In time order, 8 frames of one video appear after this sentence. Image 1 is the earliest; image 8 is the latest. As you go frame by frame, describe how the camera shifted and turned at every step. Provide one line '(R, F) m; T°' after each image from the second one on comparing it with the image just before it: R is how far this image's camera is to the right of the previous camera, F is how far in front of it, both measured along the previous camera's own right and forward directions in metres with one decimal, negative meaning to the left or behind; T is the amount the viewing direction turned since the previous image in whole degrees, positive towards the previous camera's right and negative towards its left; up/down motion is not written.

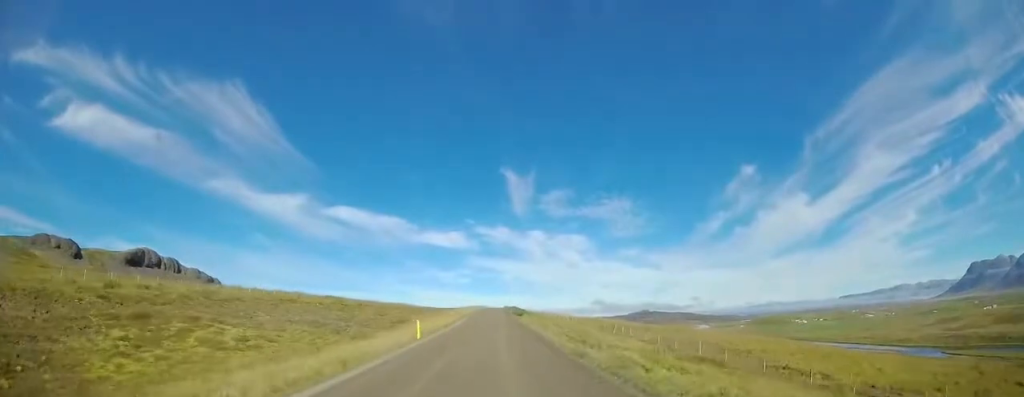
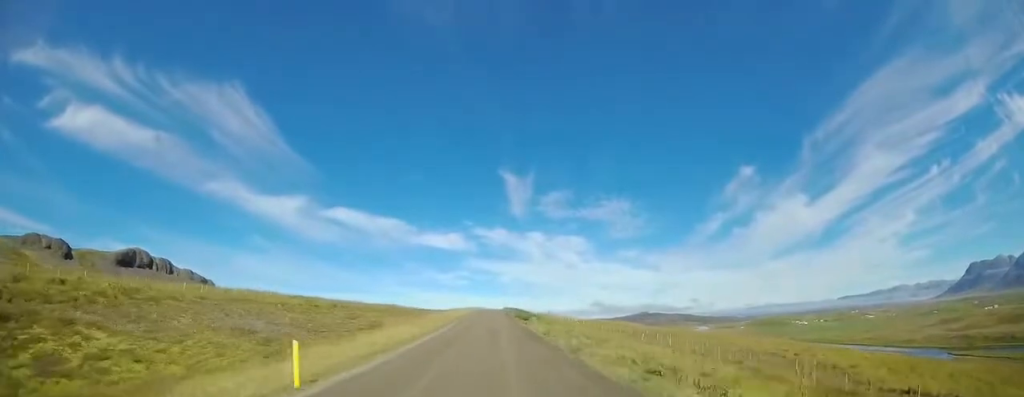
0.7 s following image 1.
(0.0, +11.8) m; 0°
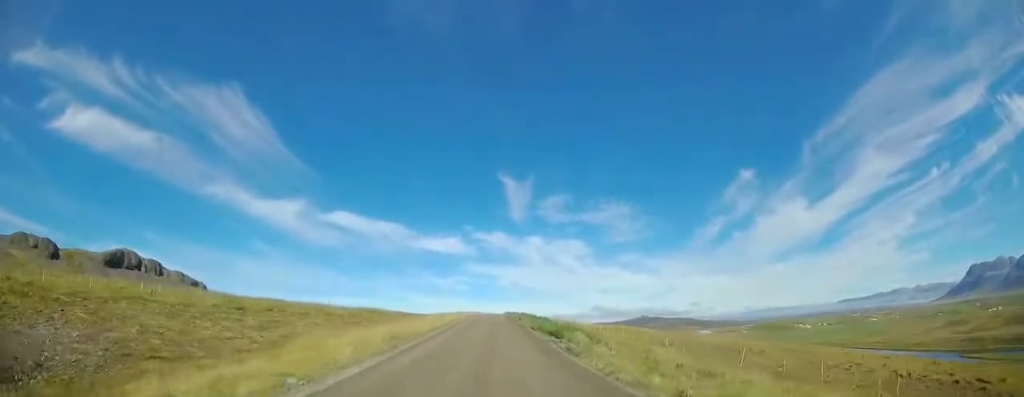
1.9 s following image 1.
(-0.2, +19.6) m; 0°
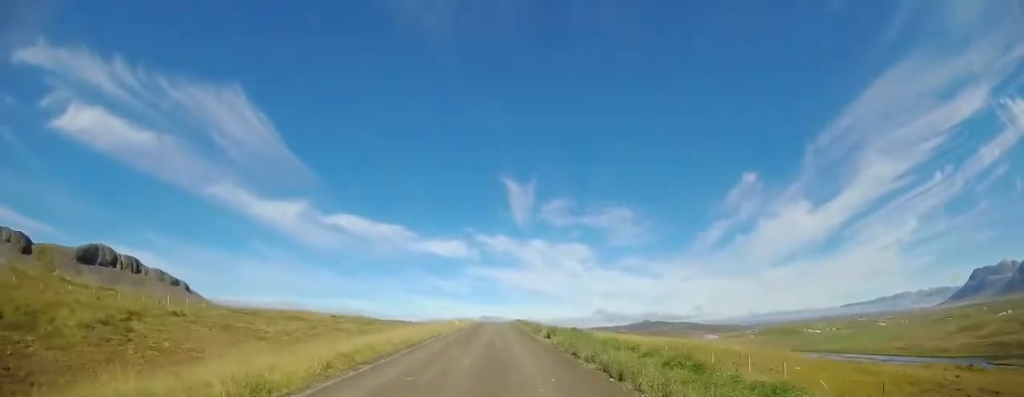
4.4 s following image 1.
(+1.0, +42.5) m; 0°
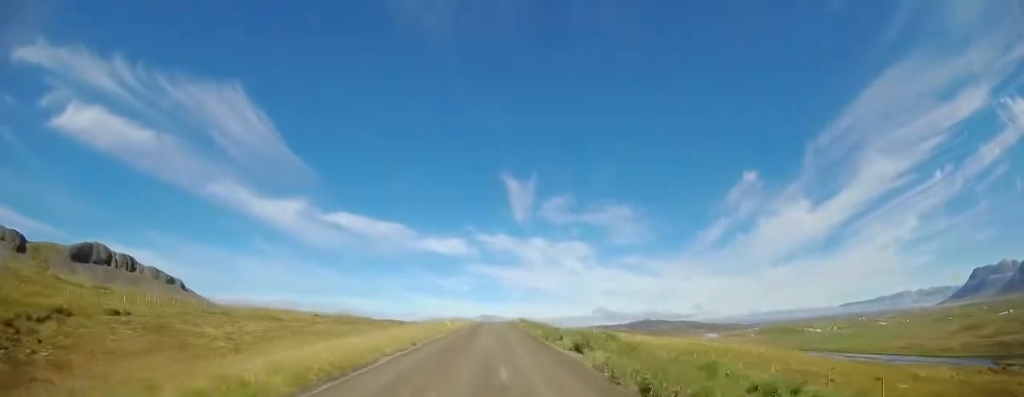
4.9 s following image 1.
(-0.4, +7.8) m; -1°
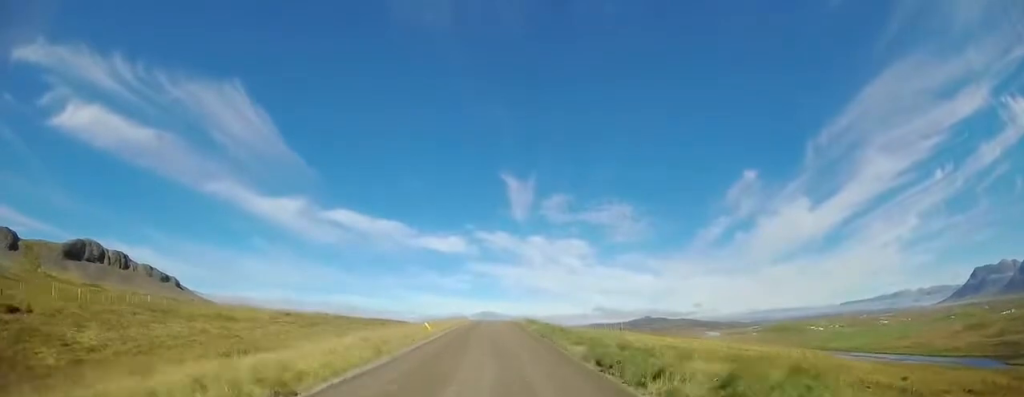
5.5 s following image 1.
(-0.3, +11.1) m; -1°
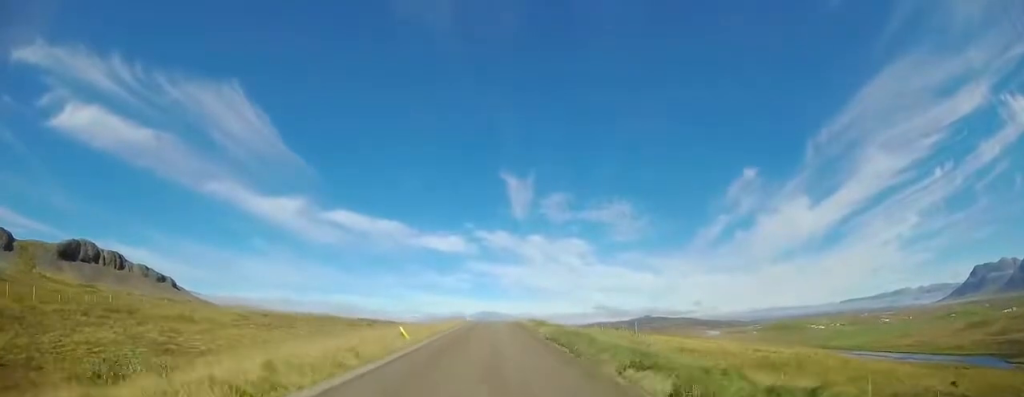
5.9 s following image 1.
(+0.2, +6.7) m; 0°
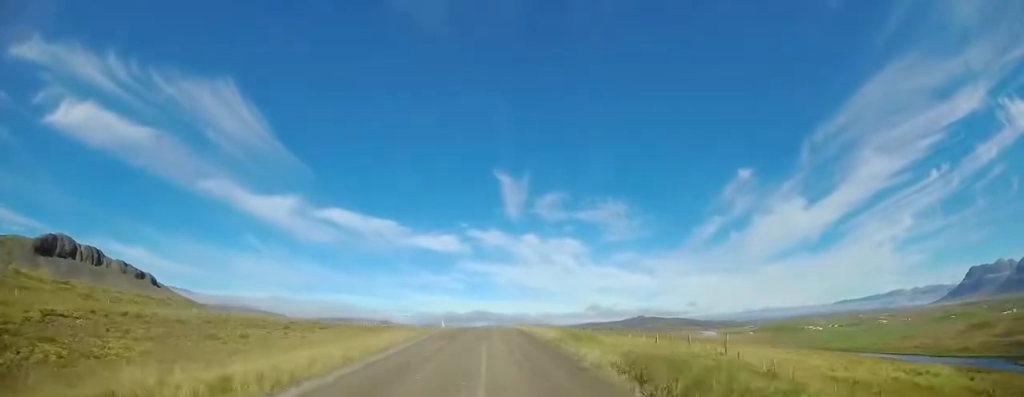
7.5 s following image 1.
(+0.3, +26.2) m; +2°
